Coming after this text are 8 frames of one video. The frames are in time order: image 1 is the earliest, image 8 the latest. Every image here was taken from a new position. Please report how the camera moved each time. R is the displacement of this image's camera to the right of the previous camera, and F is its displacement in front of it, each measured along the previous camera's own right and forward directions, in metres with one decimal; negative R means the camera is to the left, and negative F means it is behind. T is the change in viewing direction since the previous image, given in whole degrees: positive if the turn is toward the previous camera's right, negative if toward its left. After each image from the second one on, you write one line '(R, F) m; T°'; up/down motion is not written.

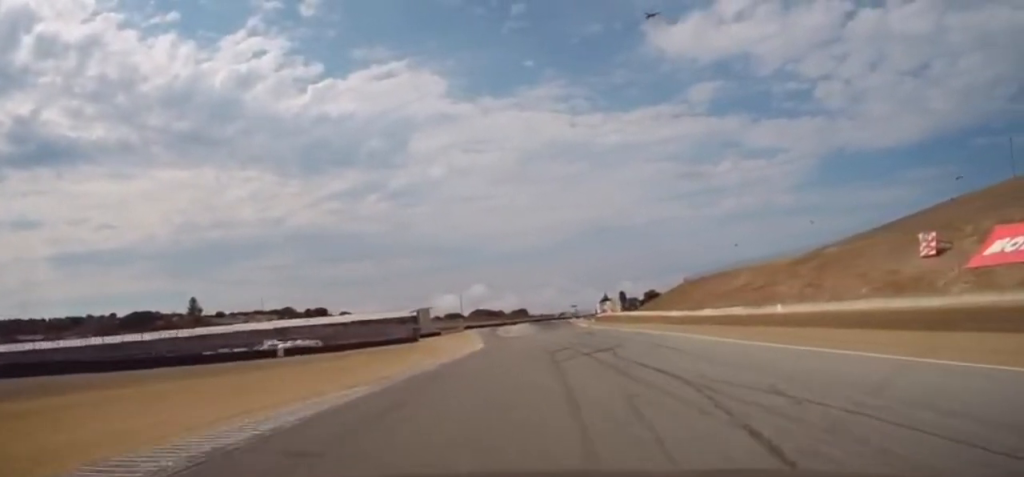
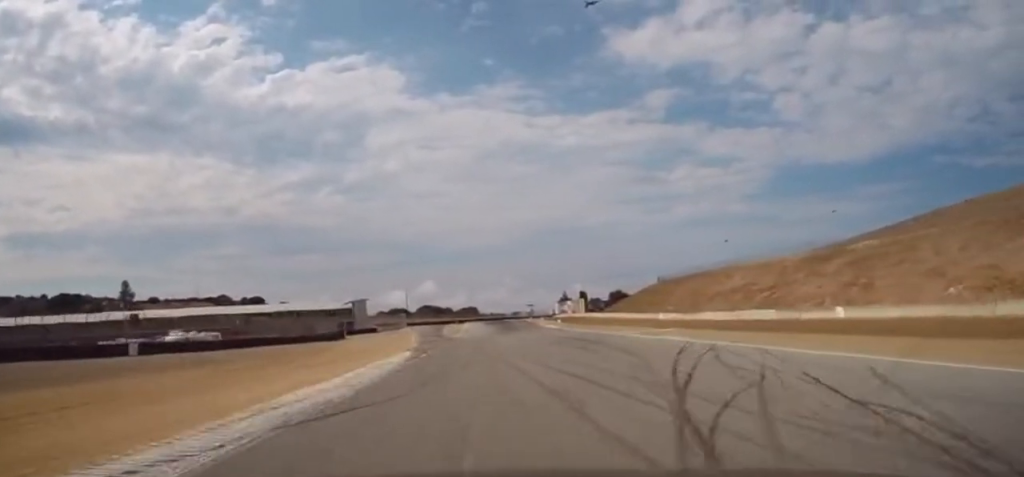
(+1.2, +23.4) m; +5°
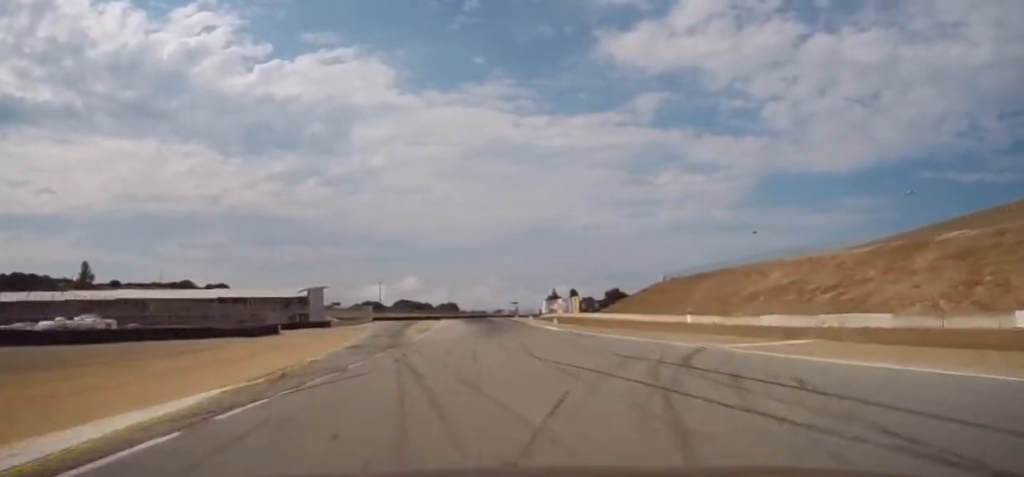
(+0.7, +22.0) m; +3°
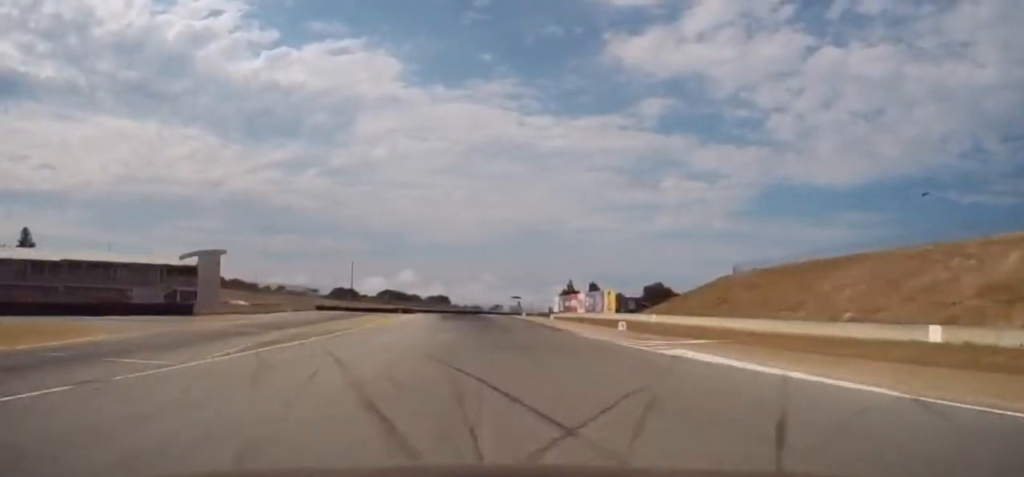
(+1.2, +45.7) m; +2°
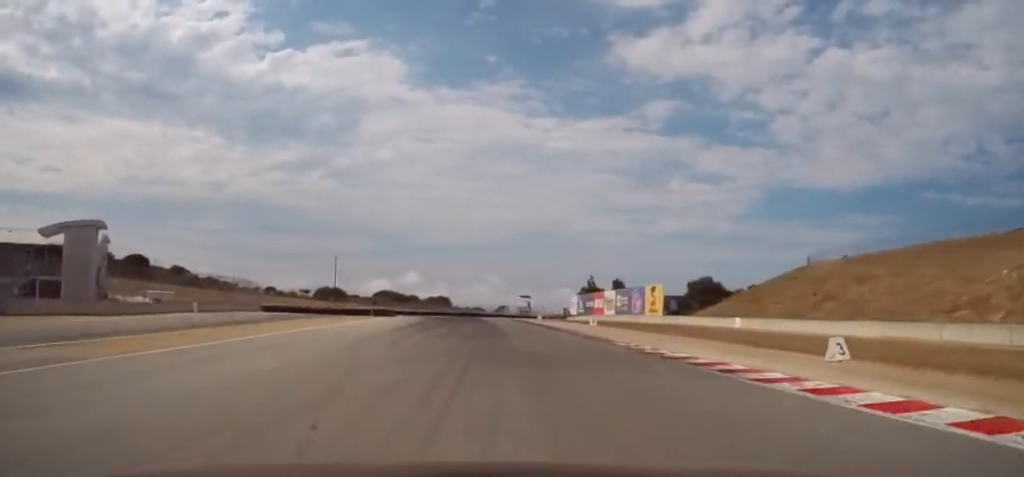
(+0.2, +26.0) m; 0°
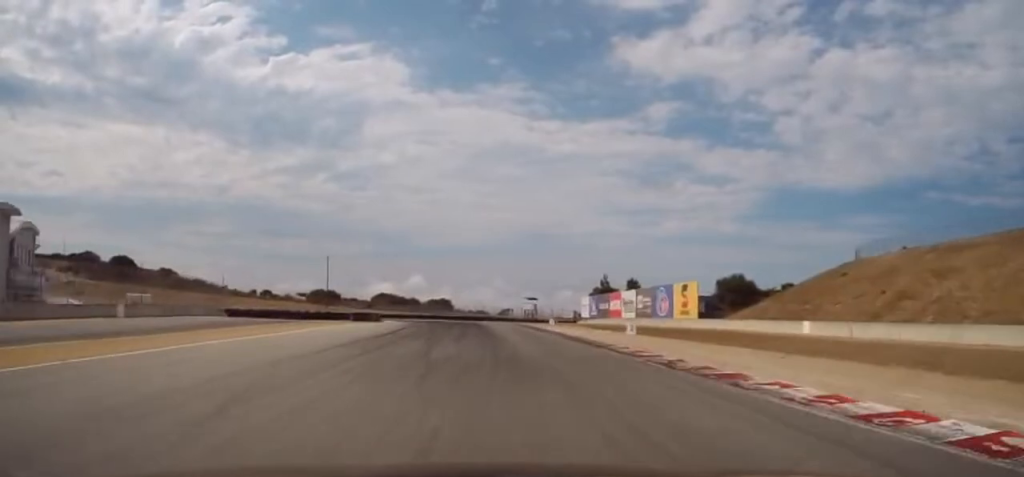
(+0.2, +11.8) m; -1°
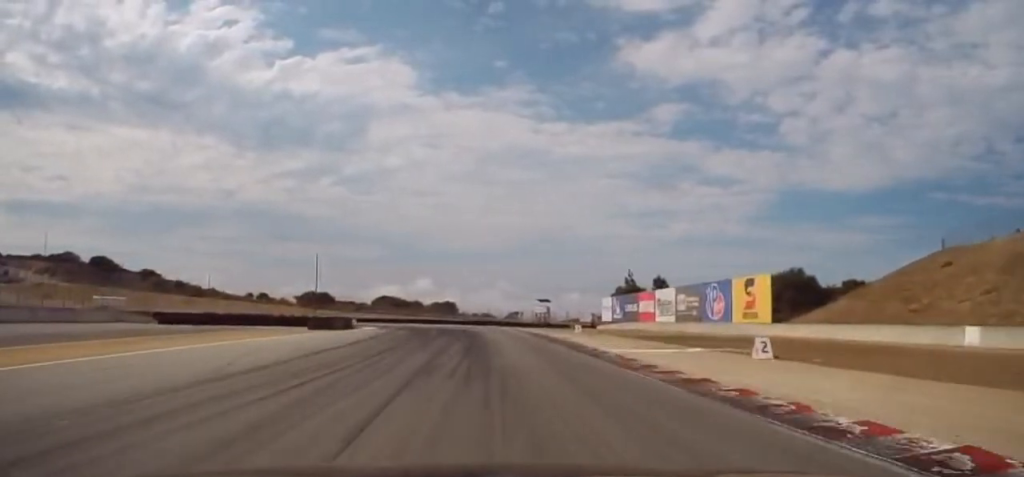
(-0.3, +15.6) m; 0°
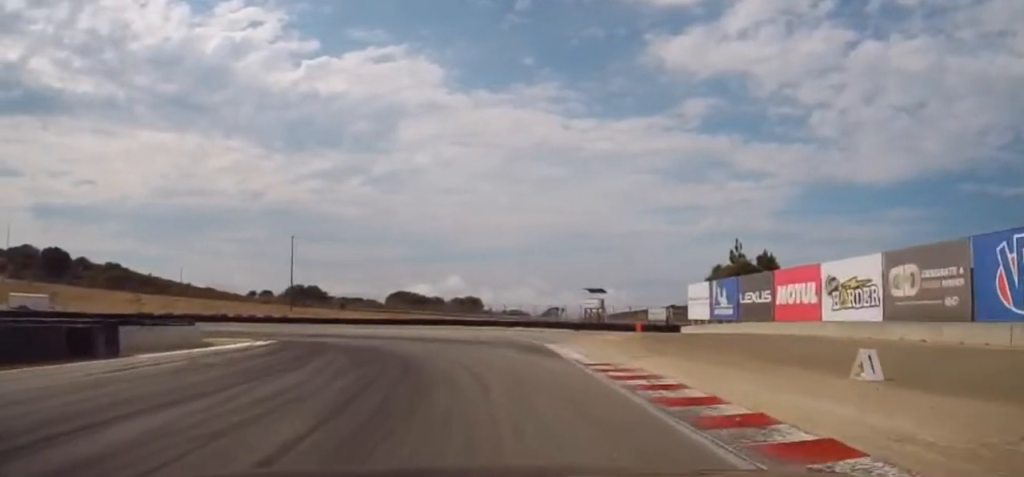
(+0.2, +36.2) m; -3°
